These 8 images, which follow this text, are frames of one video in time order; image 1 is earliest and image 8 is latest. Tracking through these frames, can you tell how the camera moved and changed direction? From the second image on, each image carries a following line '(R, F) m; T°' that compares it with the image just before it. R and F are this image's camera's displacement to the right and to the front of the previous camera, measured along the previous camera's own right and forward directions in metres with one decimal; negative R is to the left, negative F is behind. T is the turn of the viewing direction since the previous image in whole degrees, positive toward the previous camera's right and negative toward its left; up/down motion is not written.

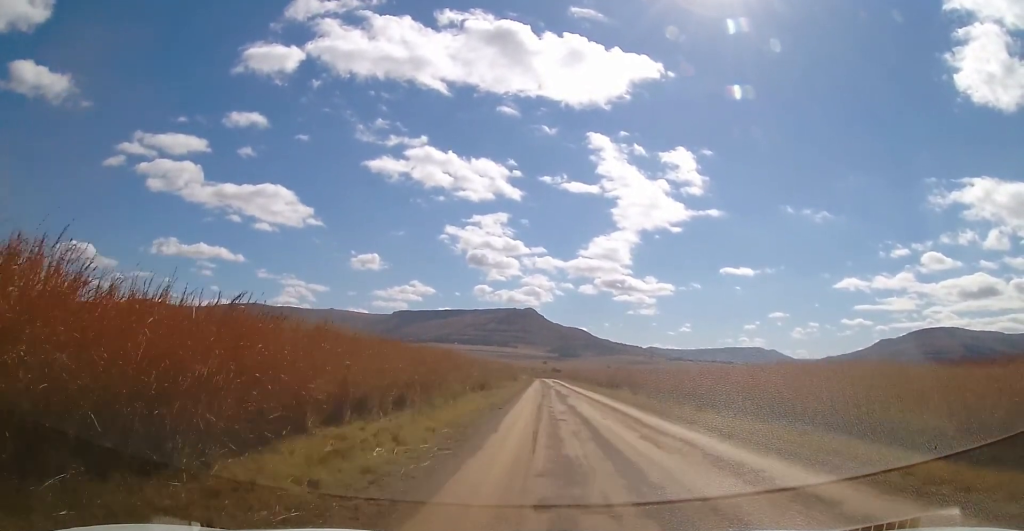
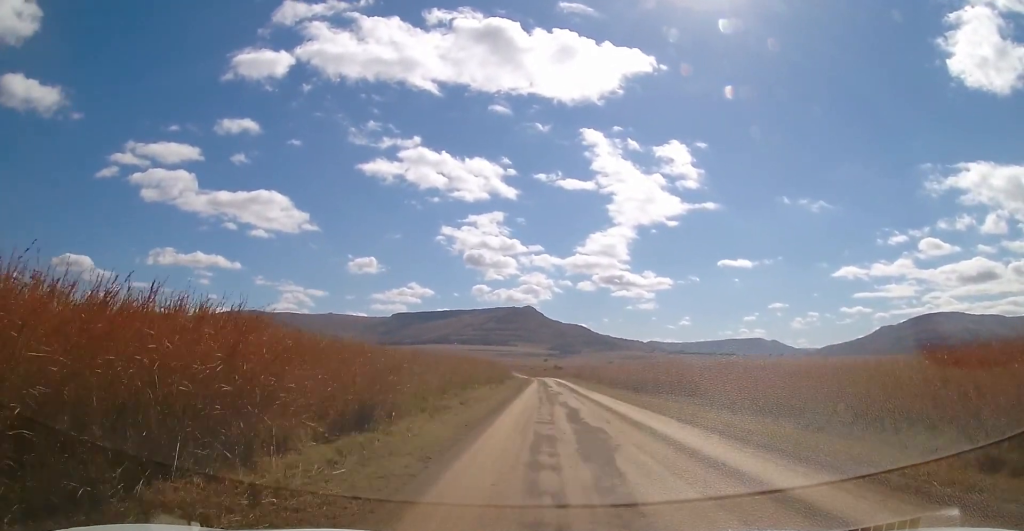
(0.0, +22.8) m; -1°
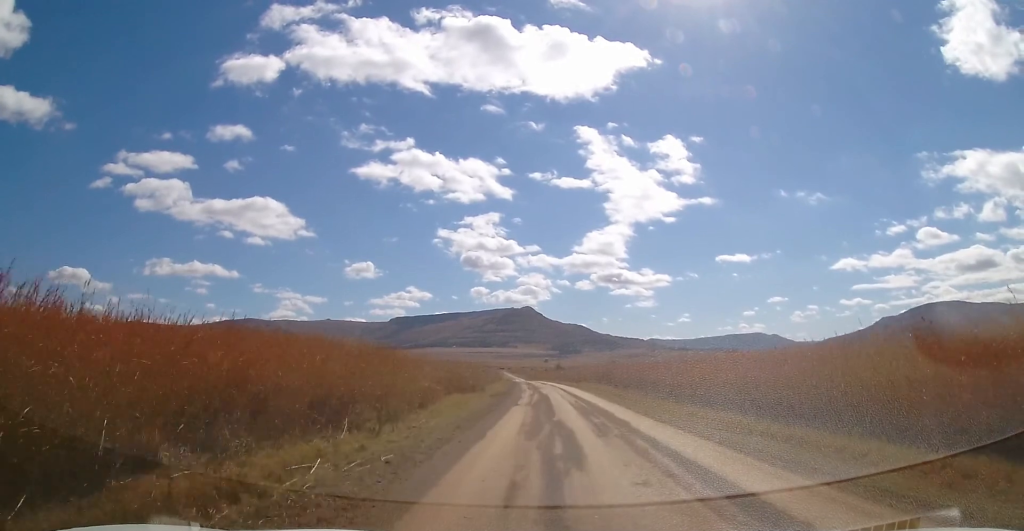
(-0.3, +37.9) m; 0°
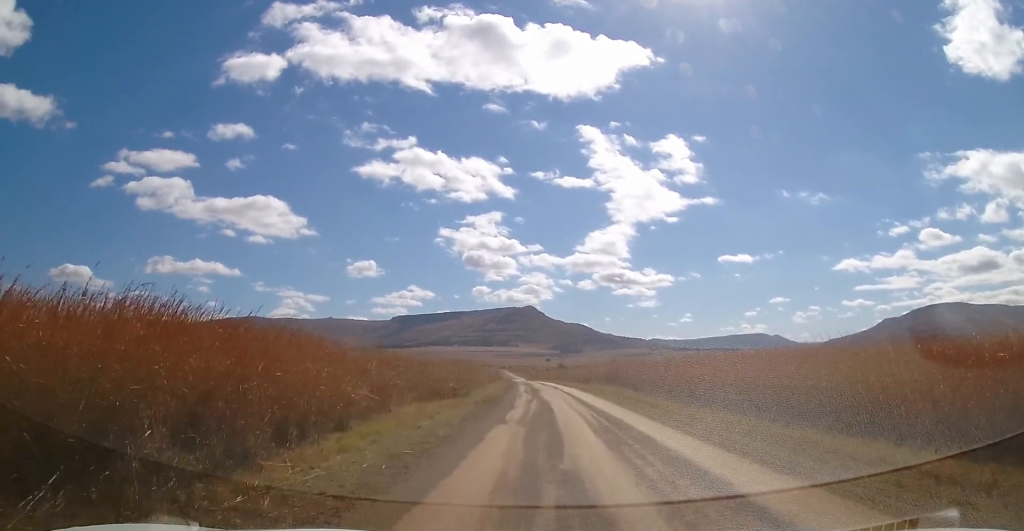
(0.0, +8.4) m; 0°
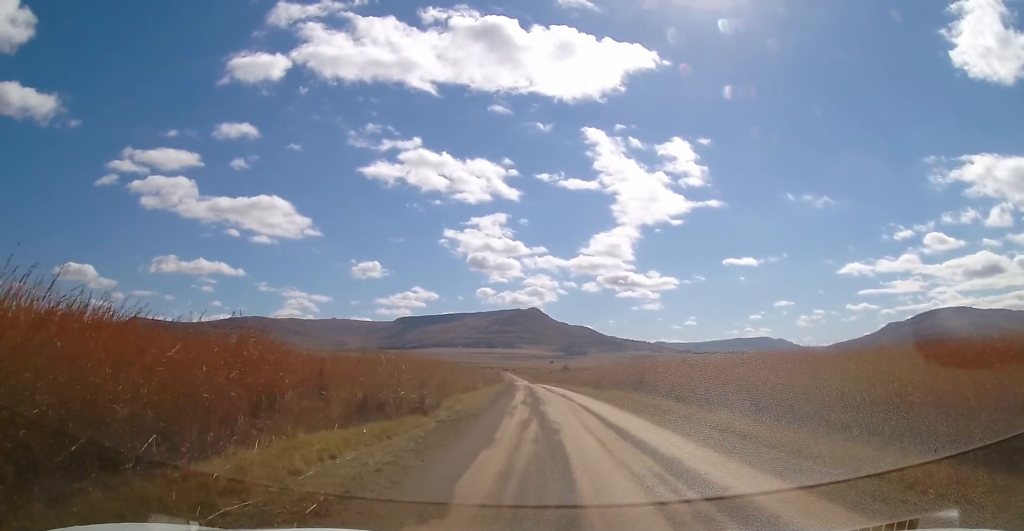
(+0.1, +9.8) m; -1°
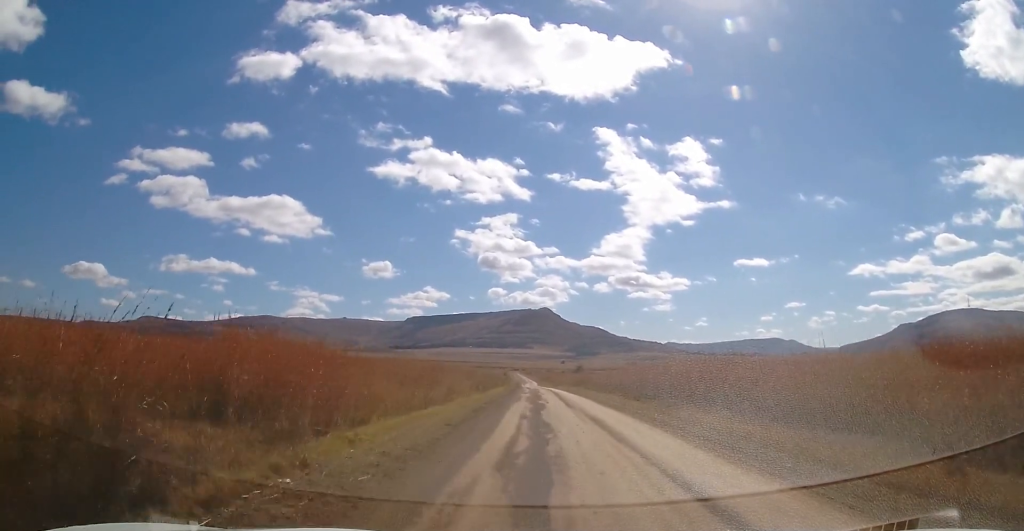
(-0.3, +16.8) m; -2°
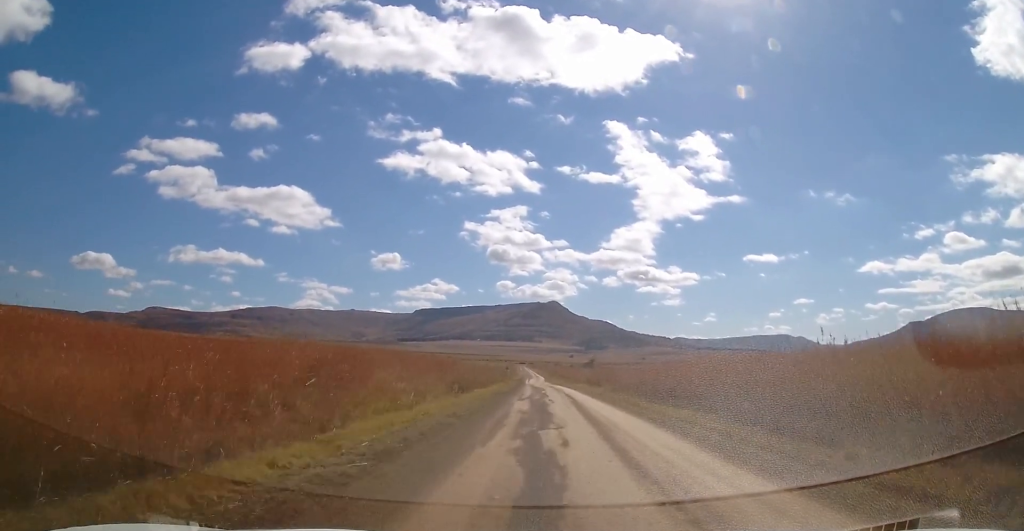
(-0.2, +18.8) m; 0°
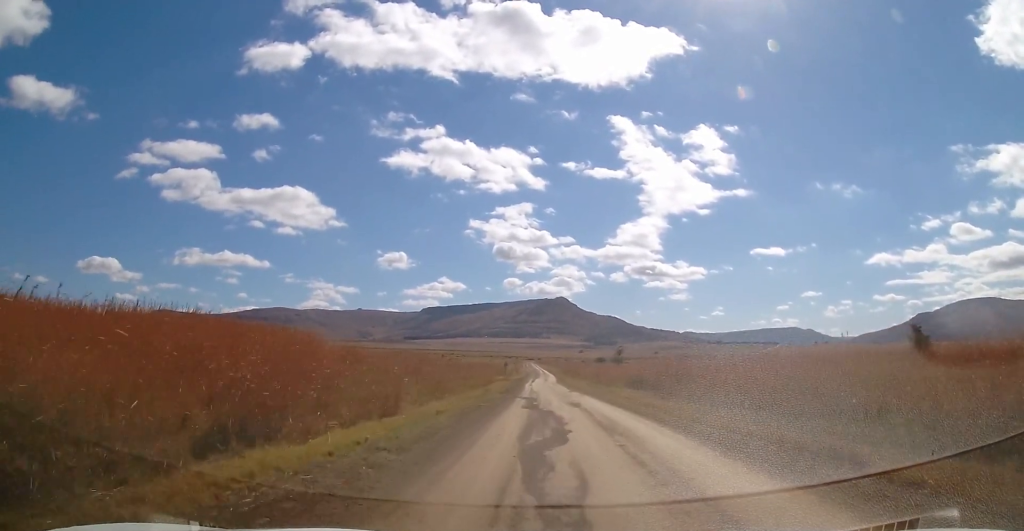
(+0.3, +34.3) m; 0°
